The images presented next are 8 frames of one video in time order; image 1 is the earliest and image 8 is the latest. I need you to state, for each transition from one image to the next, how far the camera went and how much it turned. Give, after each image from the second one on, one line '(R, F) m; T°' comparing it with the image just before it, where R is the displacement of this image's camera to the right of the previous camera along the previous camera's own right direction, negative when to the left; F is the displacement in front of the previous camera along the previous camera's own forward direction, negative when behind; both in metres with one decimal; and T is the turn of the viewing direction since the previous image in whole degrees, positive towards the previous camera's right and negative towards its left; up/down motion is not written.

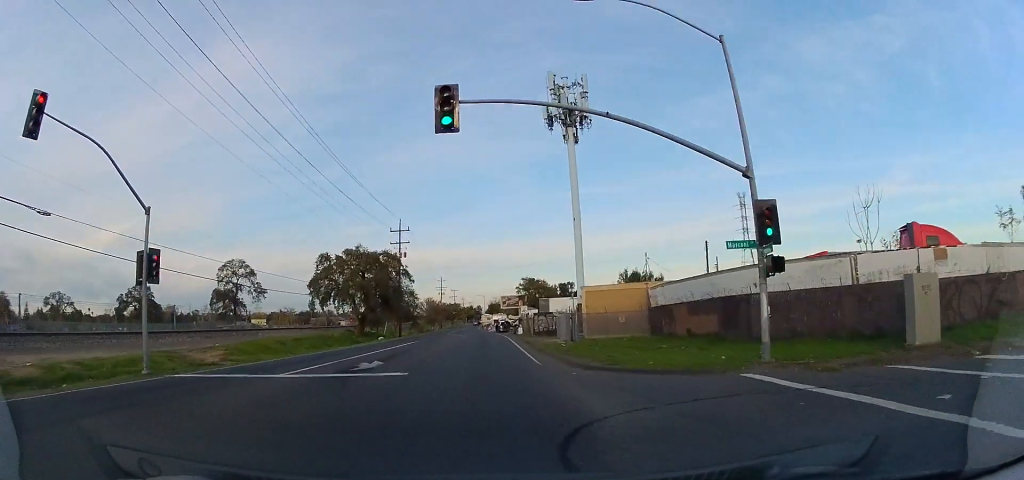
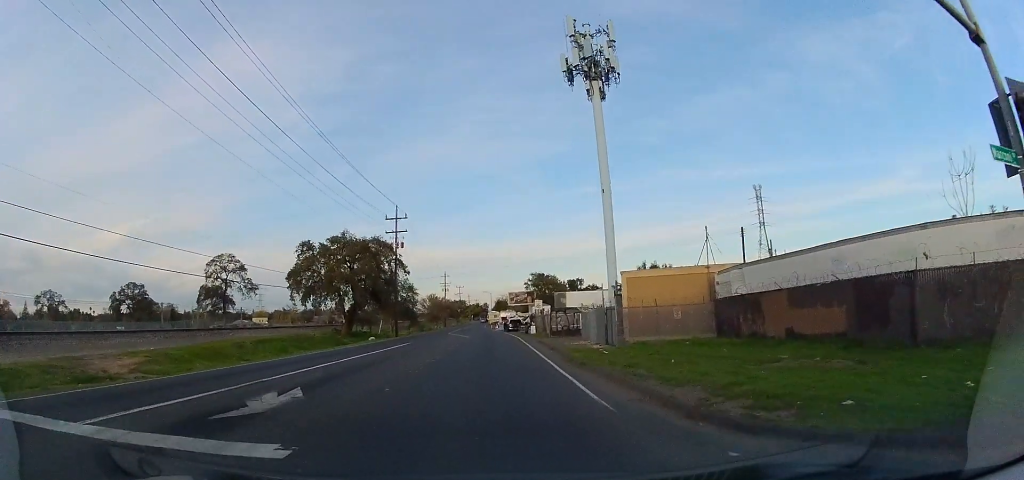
(-0.1, +8.5) m; -1°
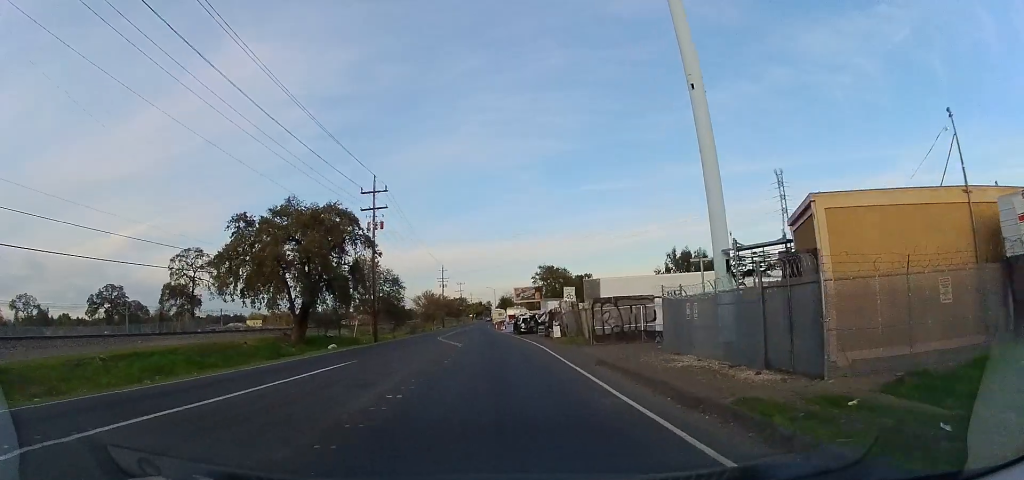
(+0.1, +15.9) m; 0°
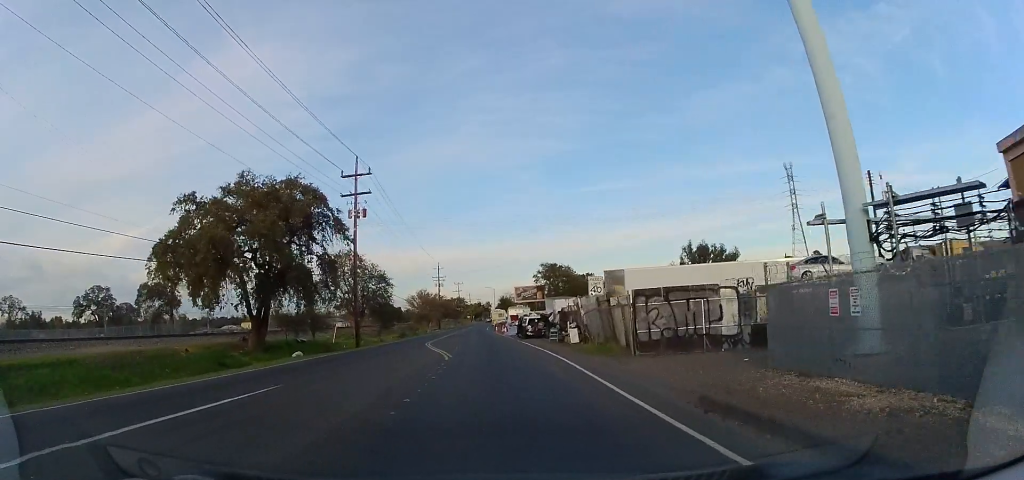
(-0.2, +7.7) m; -2°
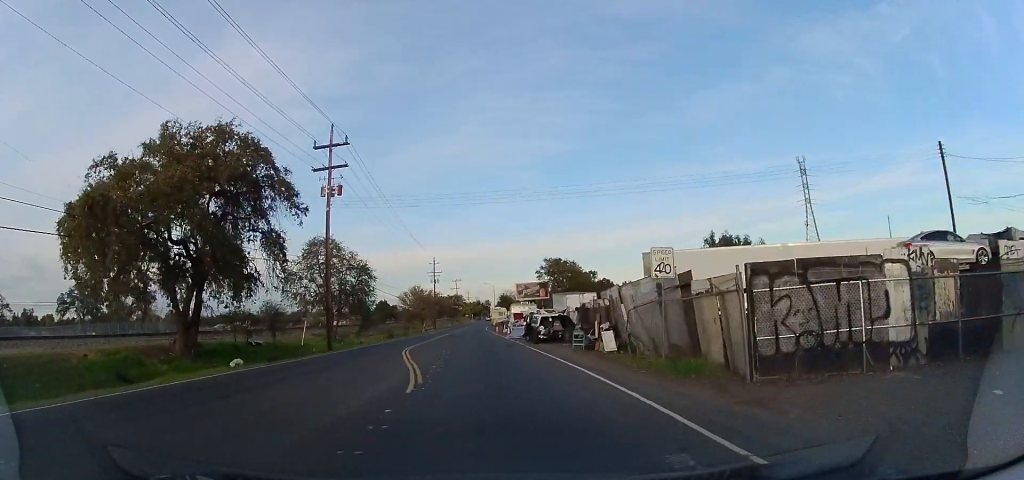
(0.0, +8.7) m; +1°
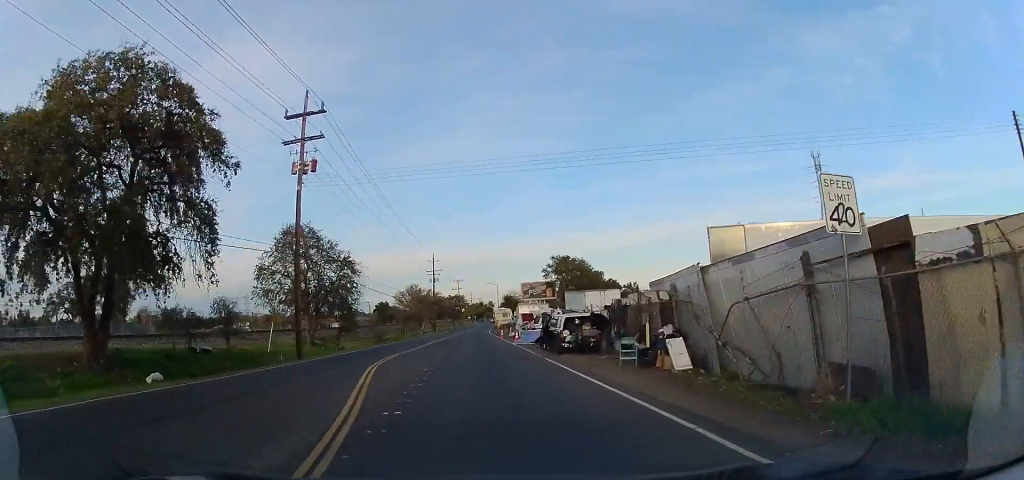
(+0.2, +7.4) m; 0°
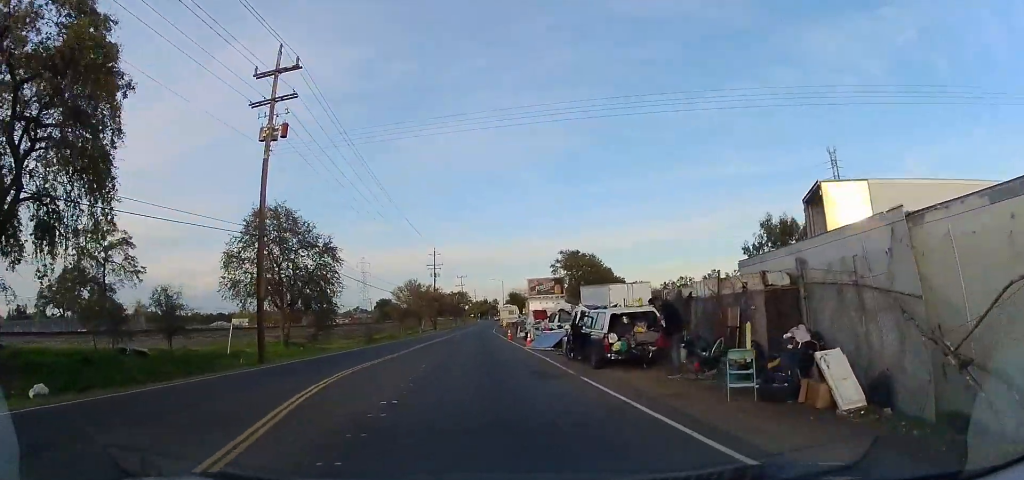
(0.0, +6.5) m; -1°
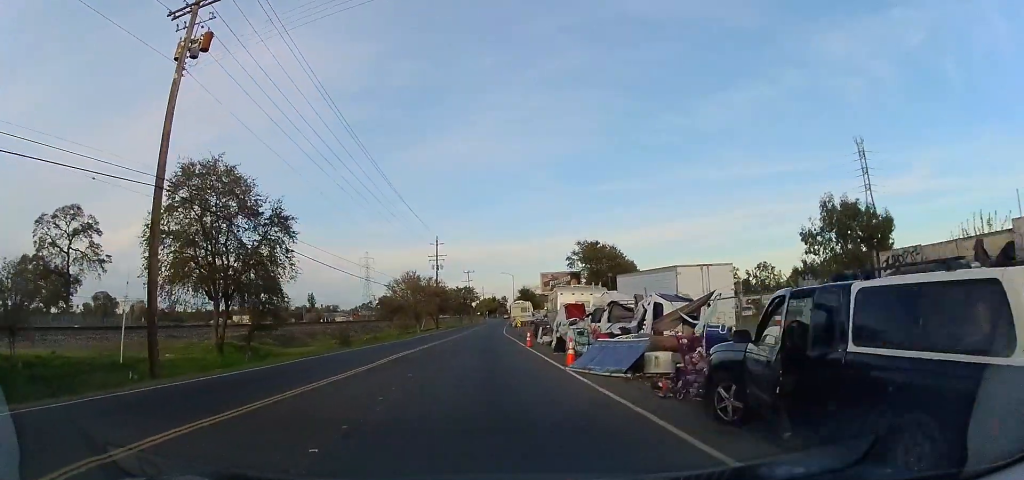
(-0.3, +10.5) m; -2°
